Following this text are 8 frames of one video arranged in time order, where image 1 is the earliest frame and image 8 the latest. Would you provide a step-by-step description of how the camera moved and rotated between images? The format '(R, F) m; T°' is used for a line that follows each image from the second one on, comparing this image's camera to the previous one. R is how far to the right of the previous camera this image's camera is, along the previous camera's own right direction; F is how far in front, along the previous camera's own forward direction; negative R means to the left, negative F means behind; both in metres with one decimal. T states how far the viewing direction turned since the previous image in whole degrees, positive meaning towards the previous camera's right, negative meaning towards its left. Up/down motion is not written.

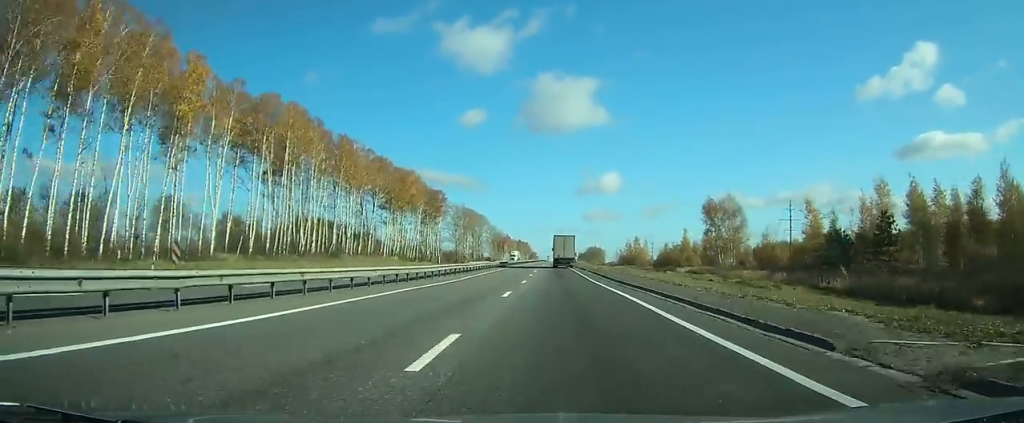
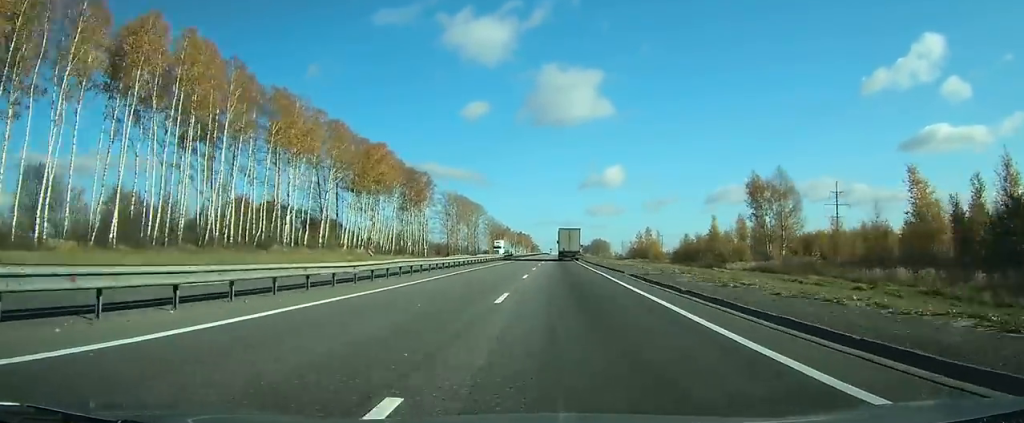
(0.0, +28.4) m; 0°
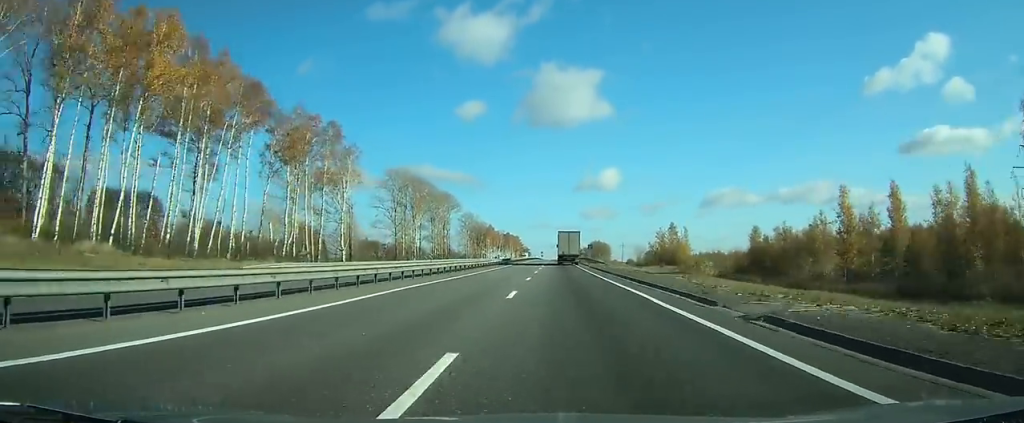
(+0.3, +66.3) m; +1°
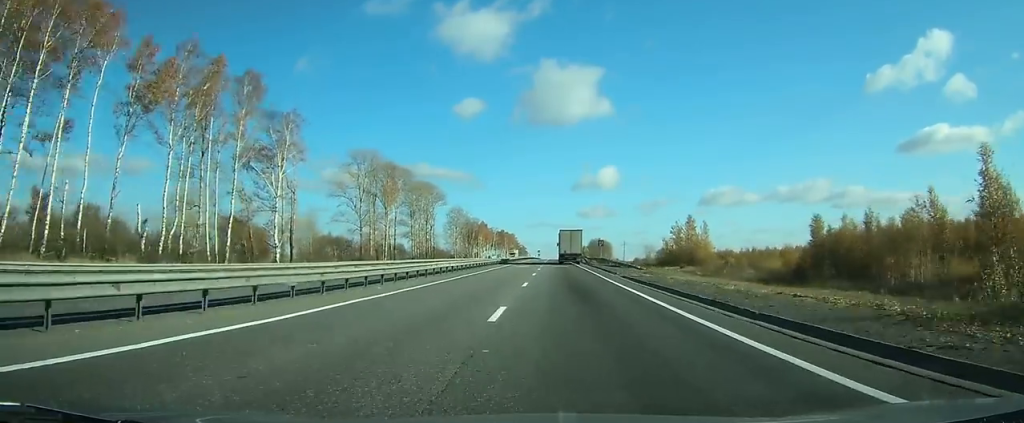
(0.0, +26.7) m; 0°
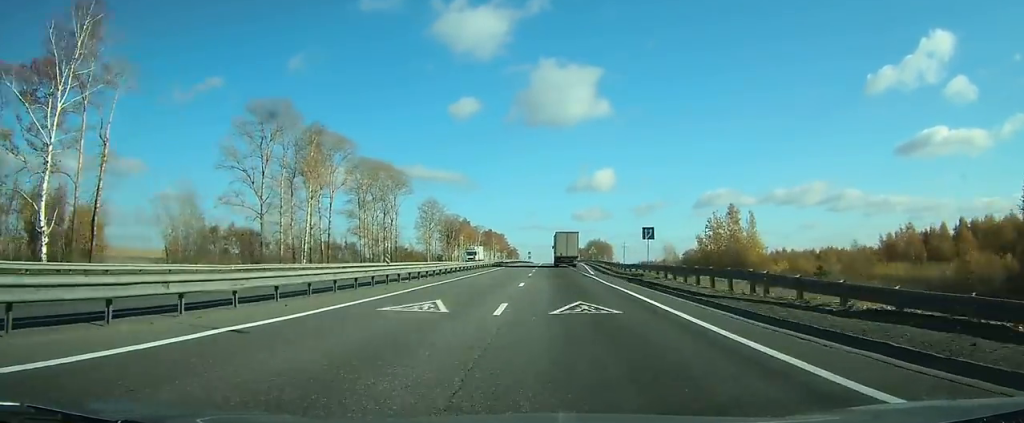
(+0.2, +44.8) m; 0°
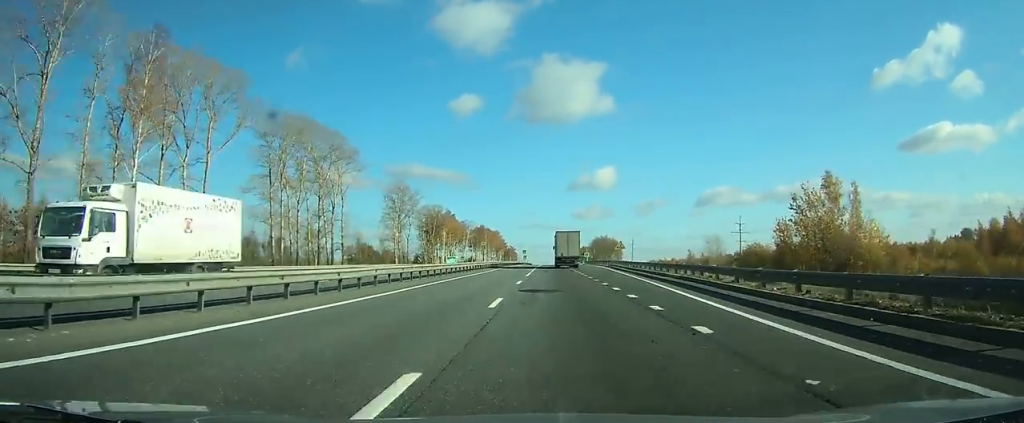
(+0.1, +45.9) m; 0°
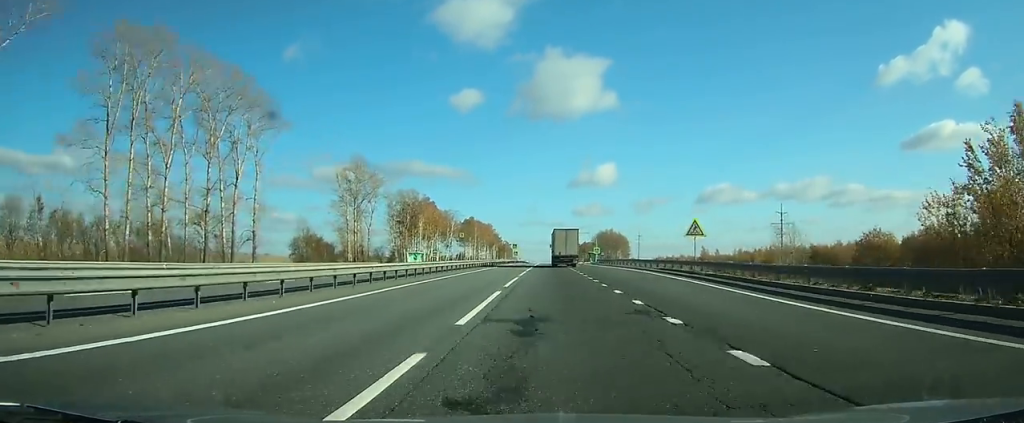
(0.0, +40.6) m; 0°
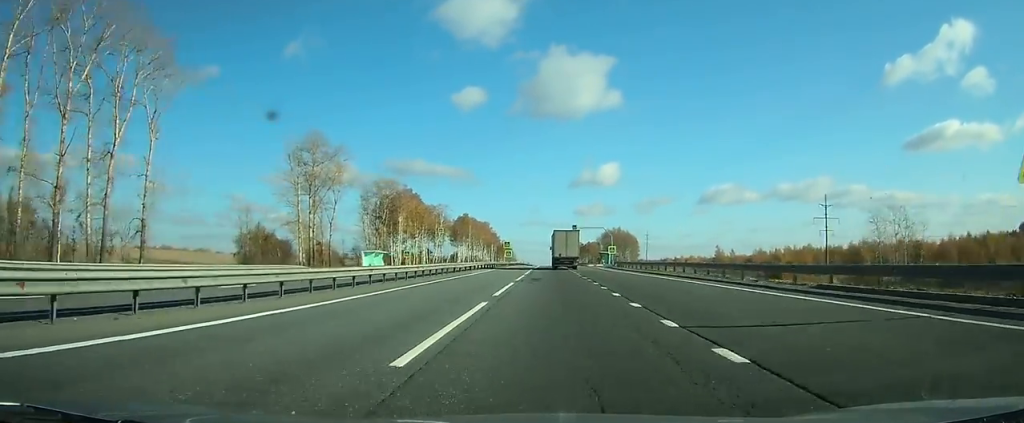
(0.0, +28.5) m; 0°
